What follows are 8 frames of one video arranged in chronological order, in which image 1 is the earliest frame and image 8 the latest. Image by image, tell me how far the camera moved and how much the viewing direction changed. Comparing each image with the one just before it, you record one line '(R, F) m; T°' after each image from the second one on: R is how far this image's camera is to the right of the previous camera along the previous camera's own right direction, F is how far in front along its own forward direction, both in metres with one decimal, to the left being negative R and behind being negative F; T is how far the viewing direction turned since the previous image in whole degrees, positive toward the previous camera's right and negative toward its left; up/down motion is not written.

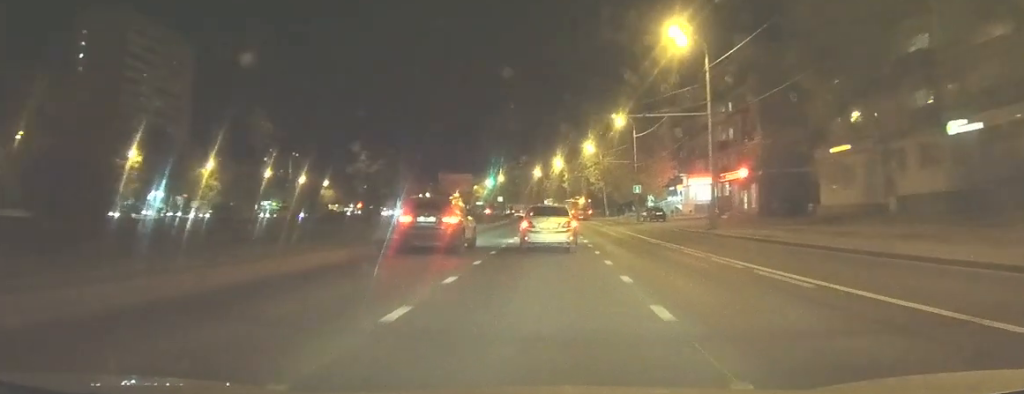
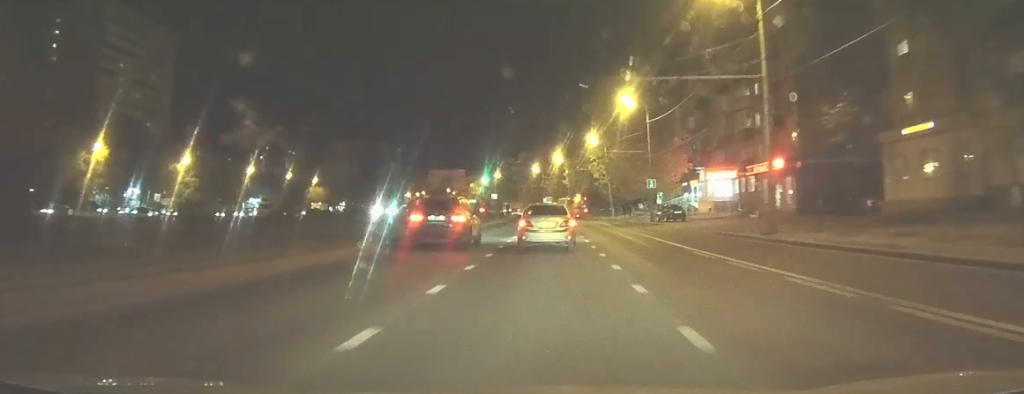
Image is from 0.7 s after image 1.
(0.0, +9.5) m; 0°
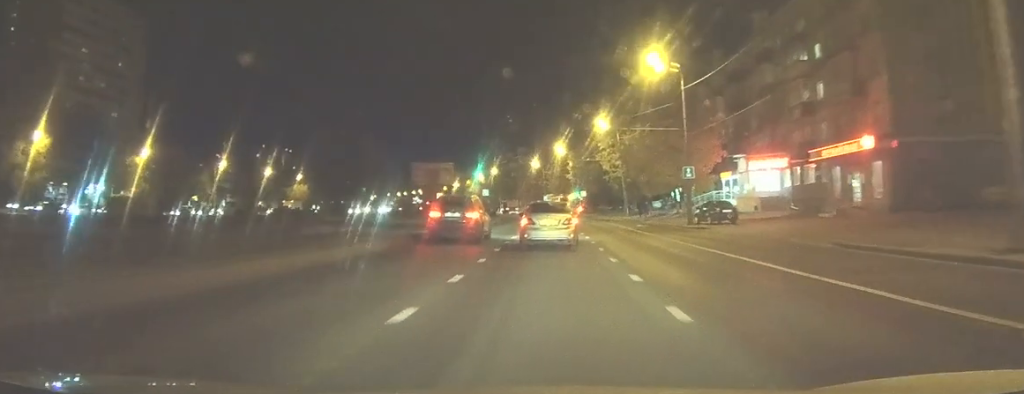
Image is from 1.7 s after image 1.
(0.0, +14.5) m; 0°
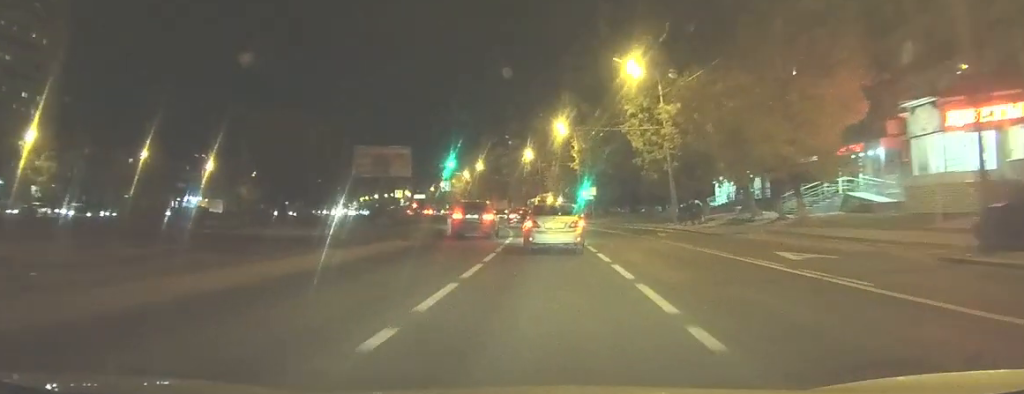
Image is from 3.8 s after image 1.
(0.0, +29.5) m; -1°
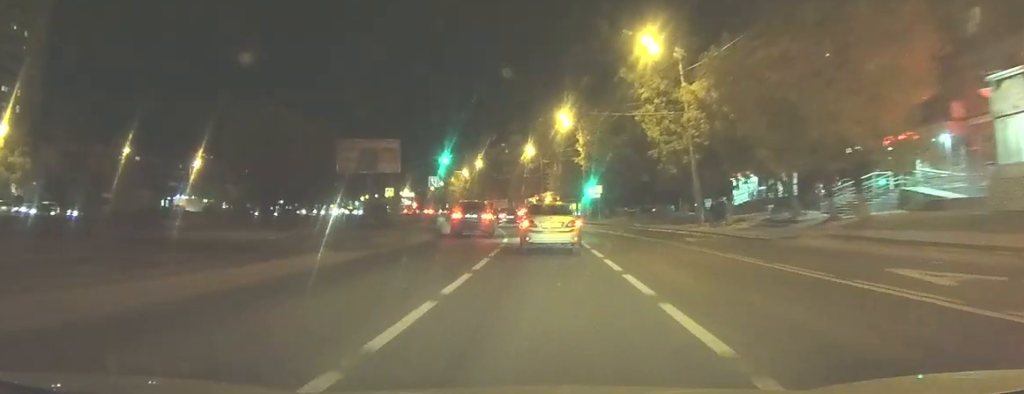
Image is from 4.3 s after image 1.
(0.0, +6.4) m; 0°
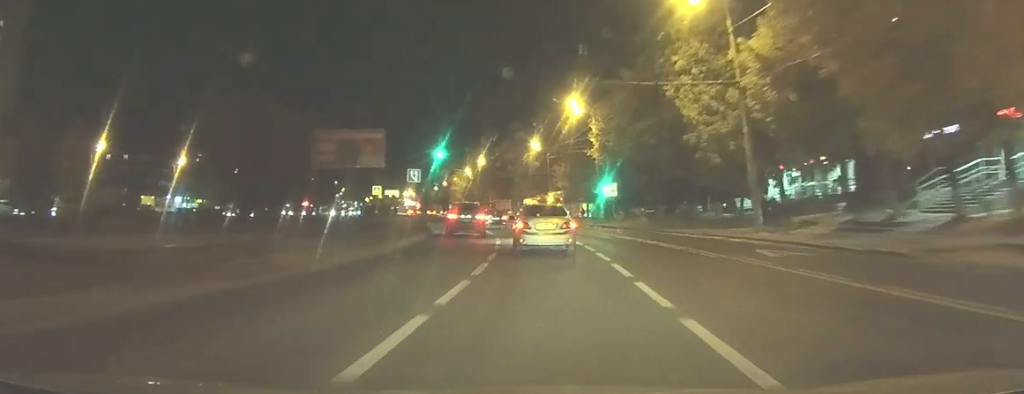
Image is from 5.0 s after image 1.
(-0.1, +9.2) m; -1°
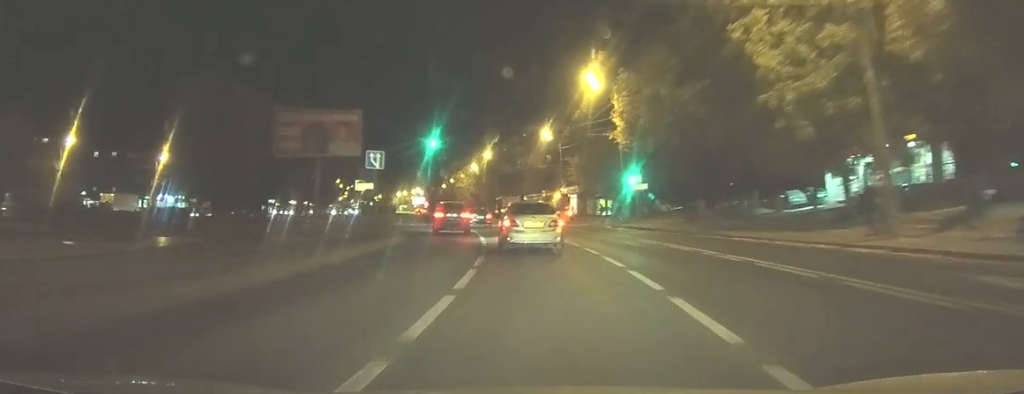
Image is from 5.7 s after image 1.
(-0.1, +10.6) m; -1°
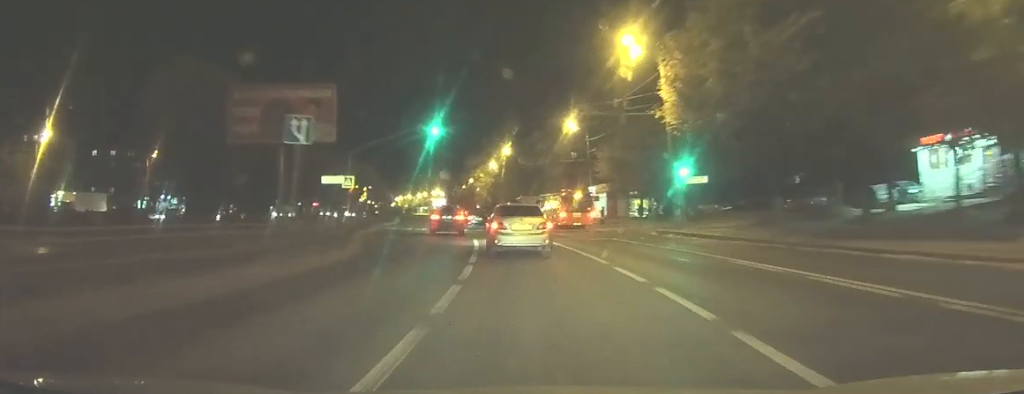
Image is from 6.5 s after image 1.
(0.0, +10.7) m; -1°
